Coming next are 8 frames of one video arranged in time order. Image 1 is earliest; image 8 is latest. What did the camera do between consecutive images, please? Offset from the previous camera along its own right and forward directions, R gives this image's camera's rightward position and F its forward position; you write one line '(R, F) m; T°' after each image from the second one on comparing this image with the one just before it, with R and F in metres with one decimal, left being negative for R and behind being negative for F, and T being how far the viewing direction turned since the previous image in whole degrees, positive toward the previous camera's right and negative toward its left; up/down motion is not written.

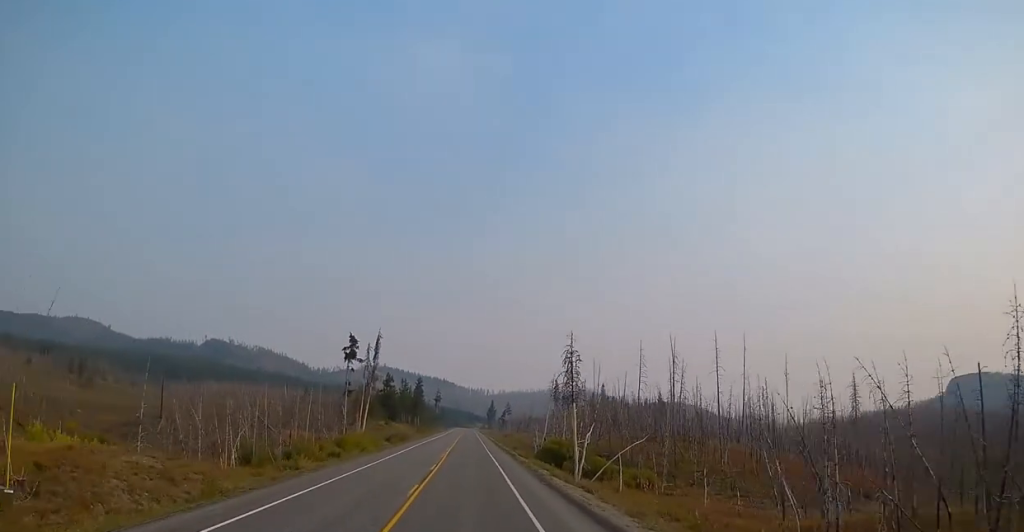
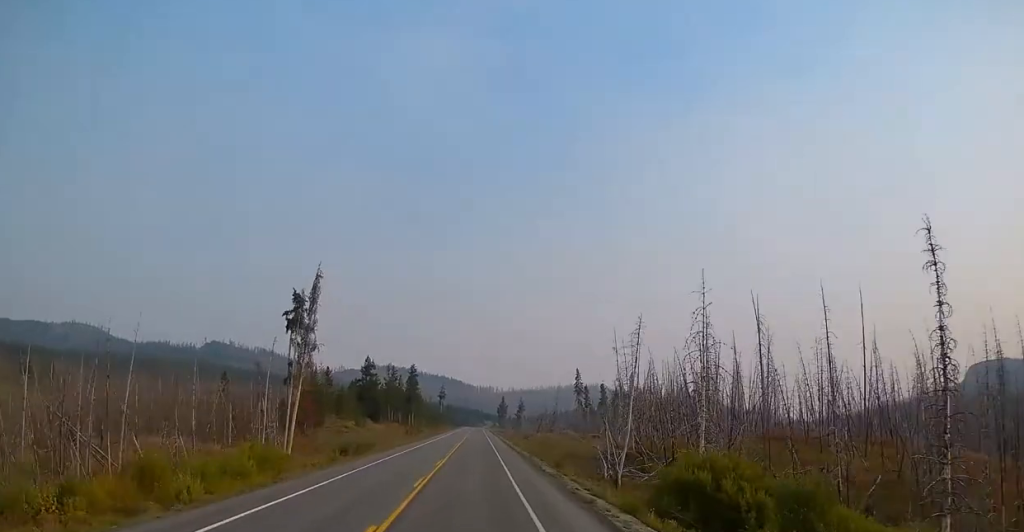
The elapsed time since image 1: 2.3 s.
(-0.2, +35.7) m; 0°
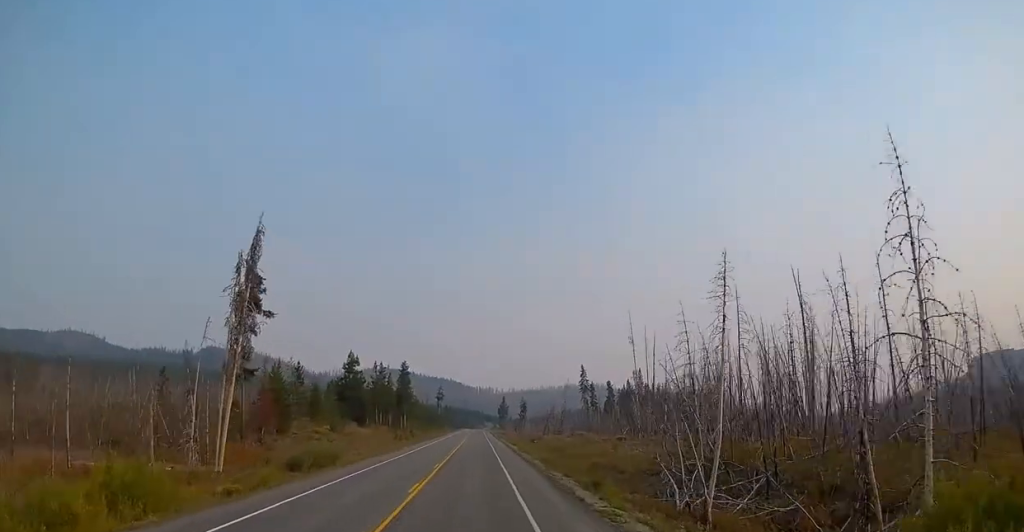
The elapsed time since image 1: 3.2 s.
(0.0, +12.9) m; 0°
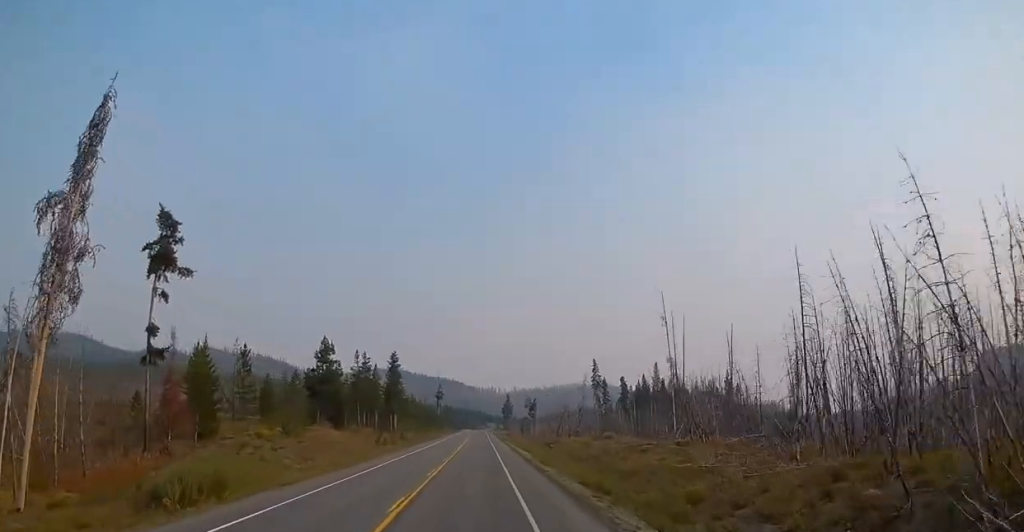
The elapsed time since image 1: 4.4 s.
(0.0, +16.7) m; 0°
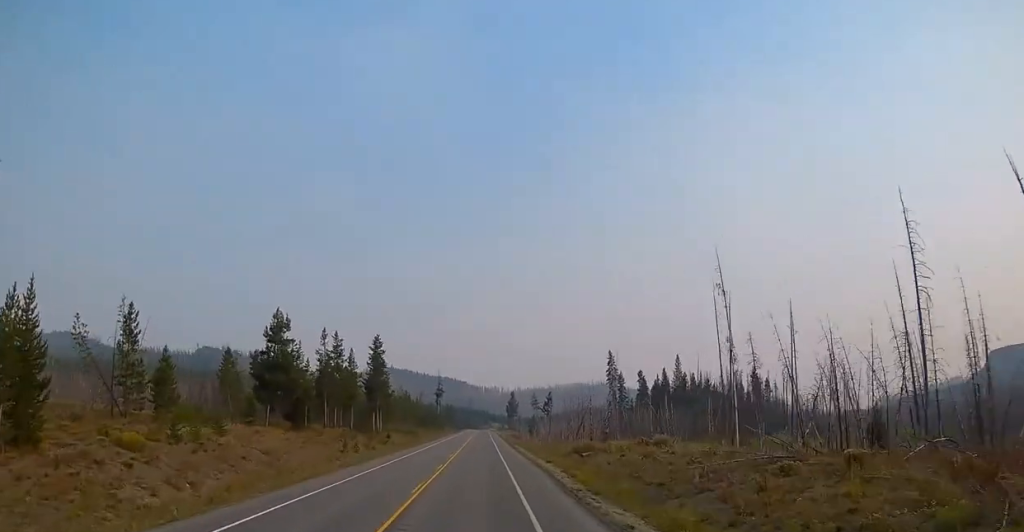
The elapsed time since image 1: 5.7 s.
(0.0, +19.3) m; 0°
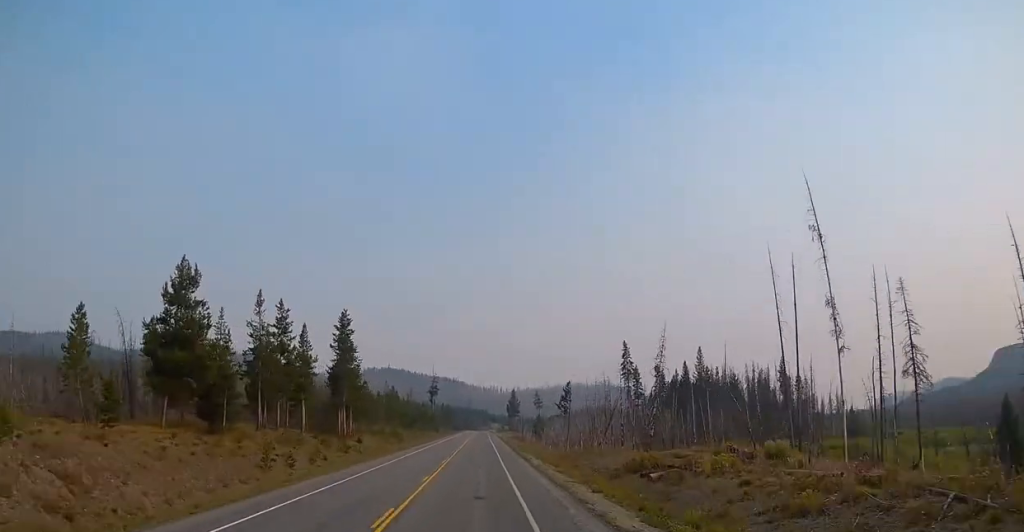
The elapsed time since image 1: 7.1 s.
(0.0, +21.0) m; 0°
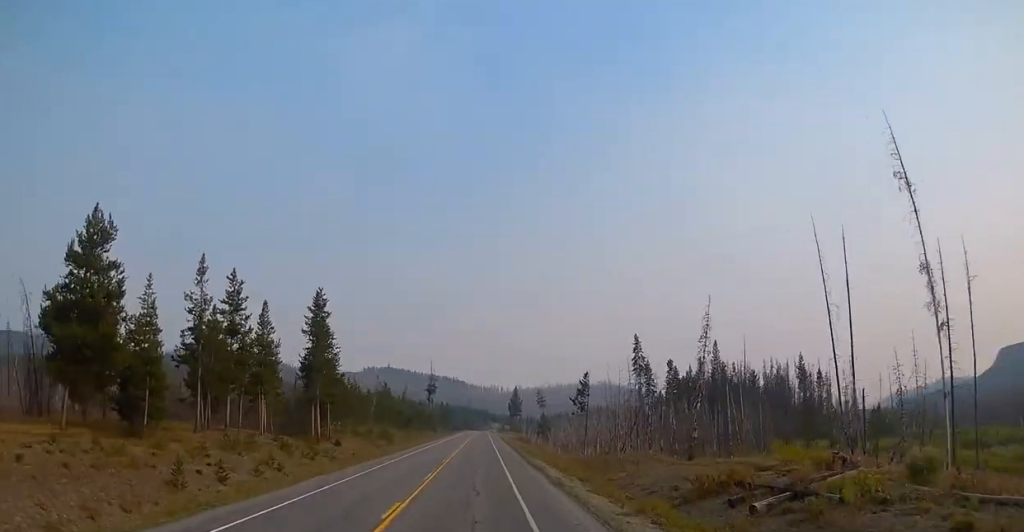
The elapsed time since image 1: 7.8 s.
(0.0, +10.6) m; 0°
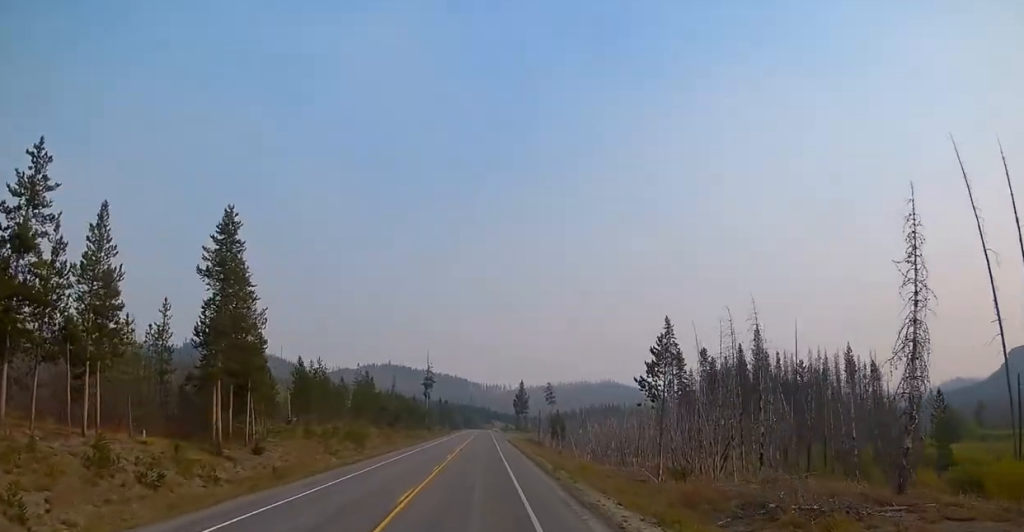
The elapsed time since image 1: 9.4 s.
(0.0, +21.5) m; 0°
